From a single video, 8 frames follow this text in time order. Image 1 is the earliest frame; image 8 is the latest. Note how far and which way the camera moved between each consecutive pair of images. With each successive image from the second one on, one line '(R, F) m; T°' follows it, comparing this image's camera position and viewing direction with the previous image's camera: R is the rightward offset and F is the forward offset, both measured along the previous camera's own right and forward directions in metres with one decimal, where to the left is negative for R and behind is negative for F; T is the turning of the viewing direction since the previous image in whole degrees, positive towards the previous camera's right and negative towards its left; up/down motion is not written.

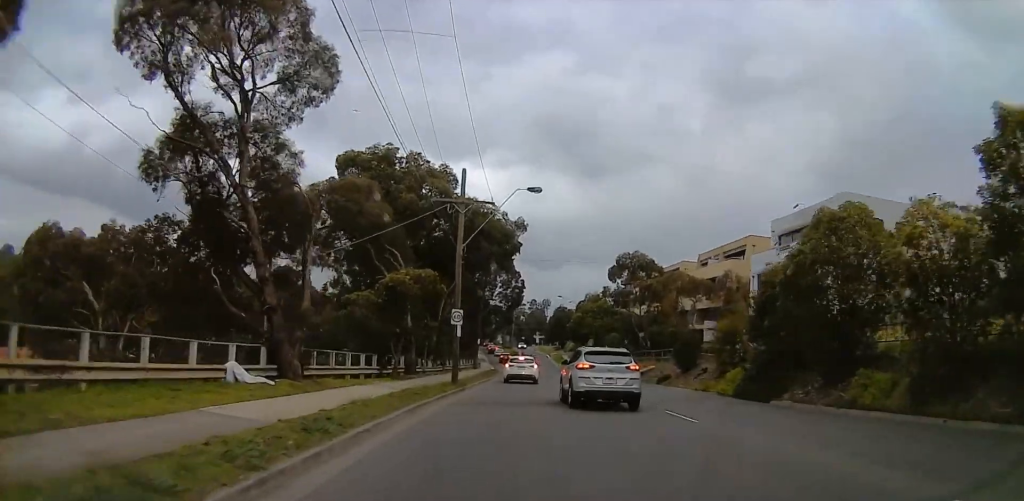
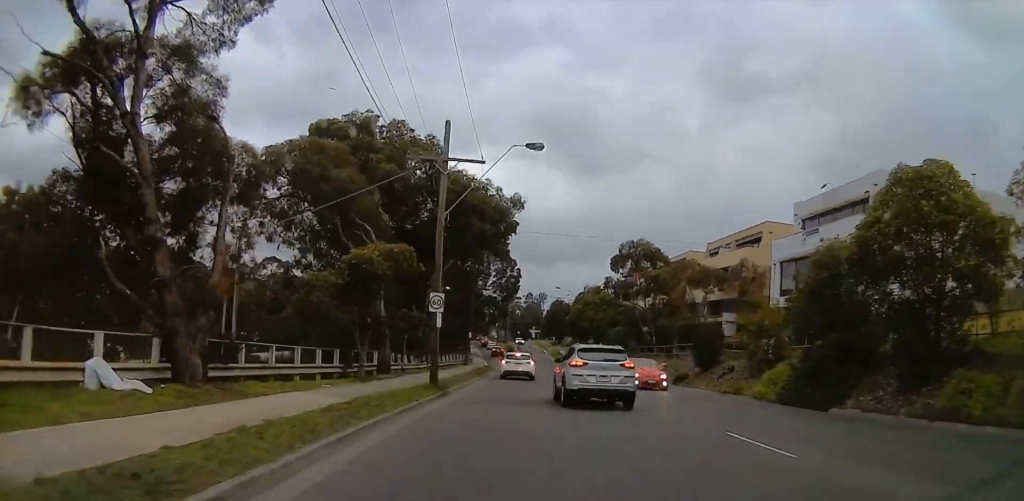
(+0.3, +5.6) m; 0°
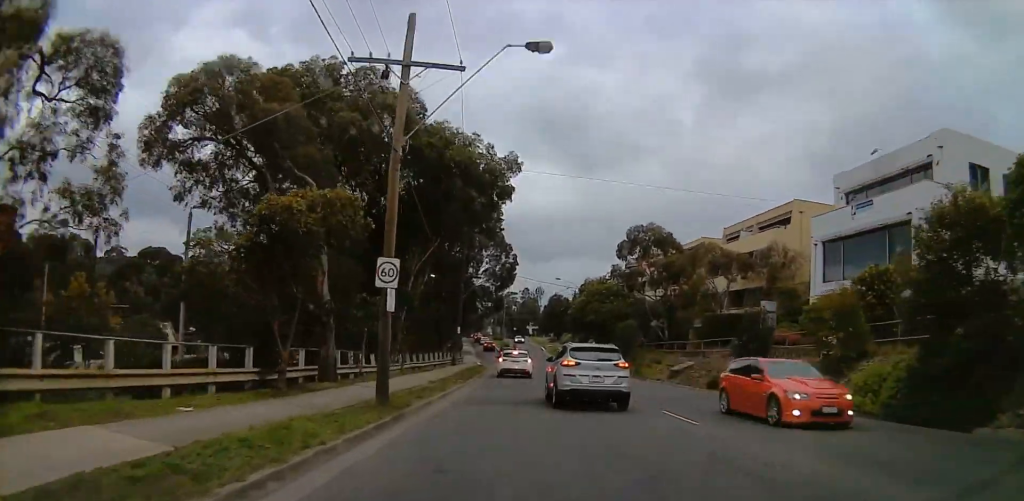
(-0.2, +7.6) m; -1°
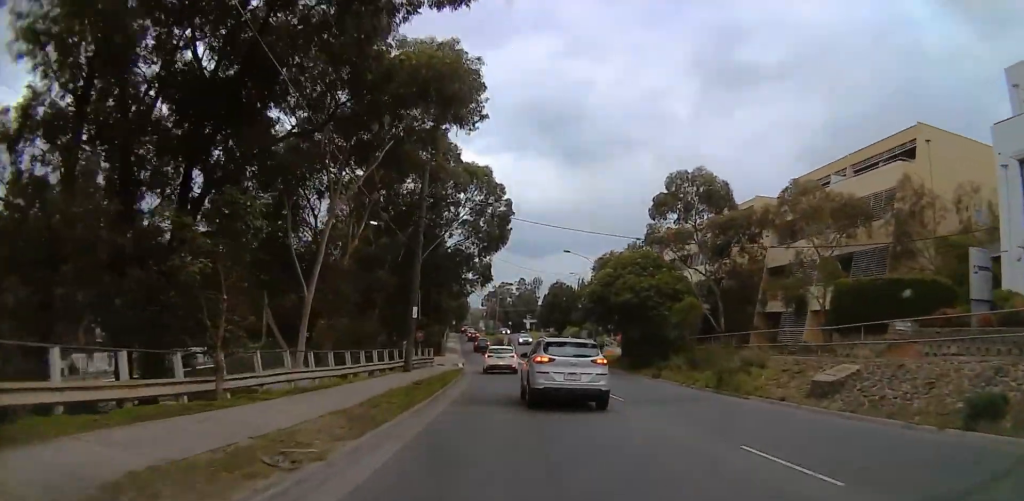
(-0.7, +18.7) m; +5°
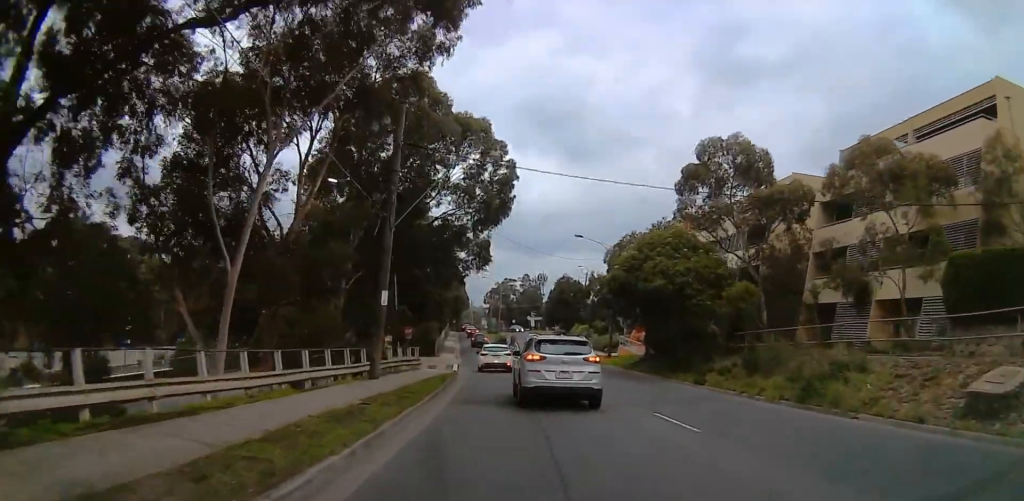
(+0.8, +7.3) m; +1°
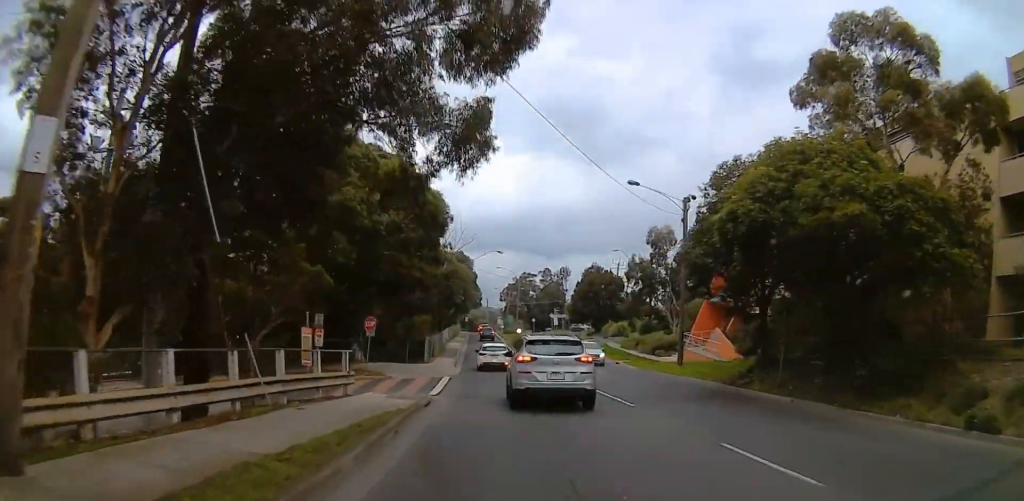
(-0.7, +16.9) m; -8°
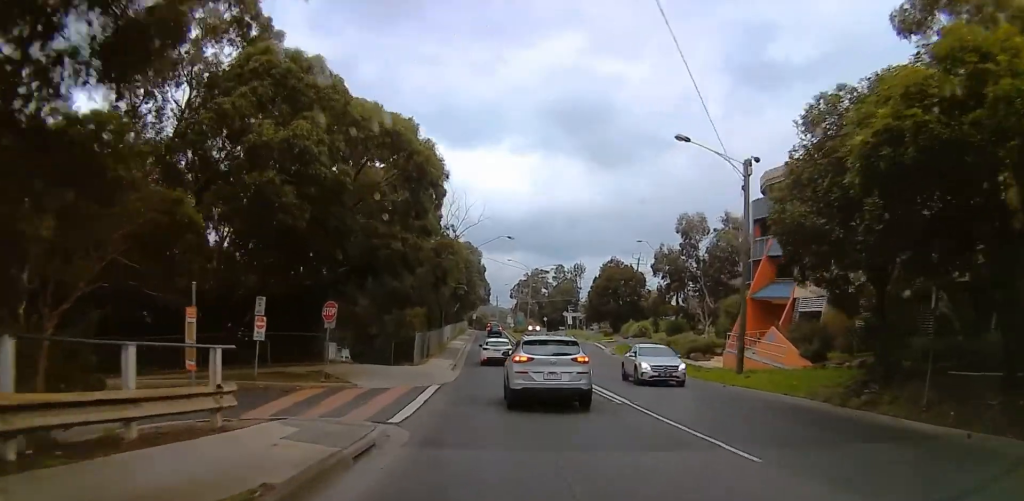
(-0.1, +8.0) m; -1°
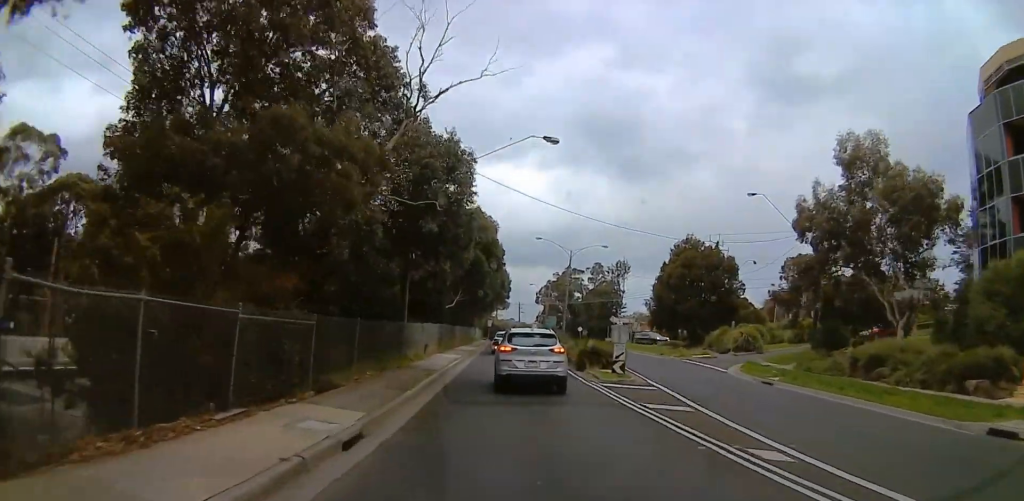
(0.0, +27.8) m; +5°
